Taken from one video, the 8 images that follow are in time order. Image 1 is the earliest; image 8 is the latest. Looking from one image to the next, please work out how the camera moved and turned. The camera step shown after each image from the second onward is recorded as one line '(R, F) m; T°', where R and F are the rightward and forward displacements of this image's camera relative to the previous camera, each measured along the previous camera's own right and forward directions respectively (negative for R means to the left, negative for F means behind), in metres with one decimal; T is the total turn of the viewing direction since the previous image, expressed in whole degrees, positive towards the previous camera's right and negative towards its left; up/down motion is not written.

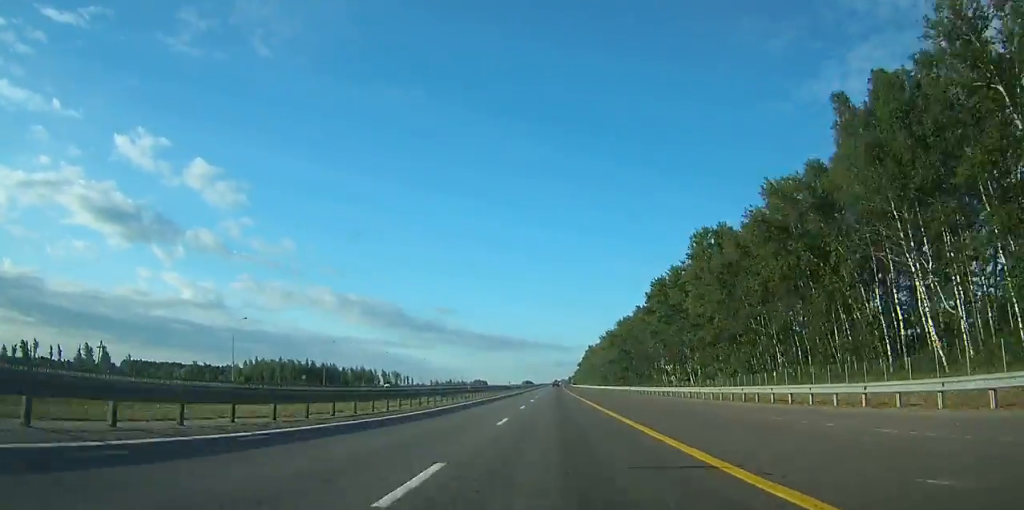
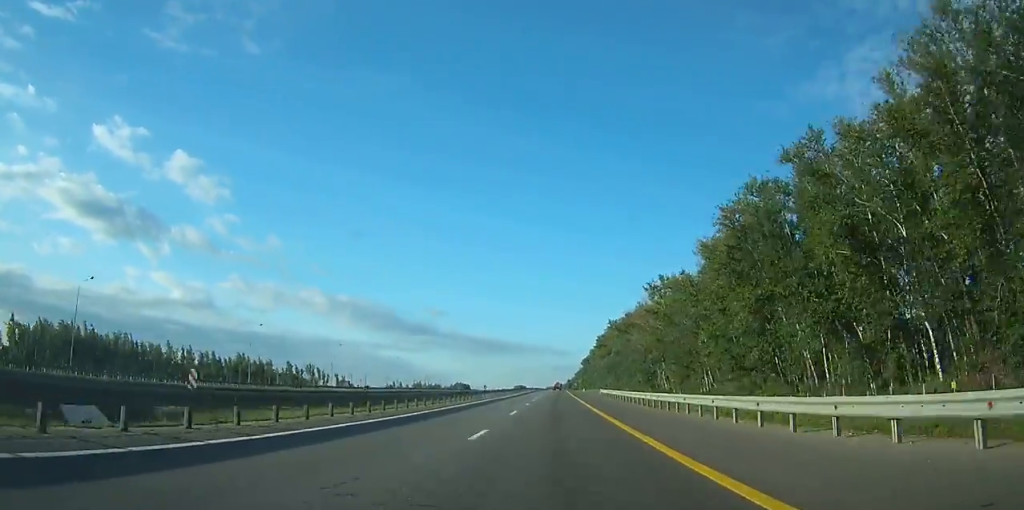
(+0.5, +135.4) m; +1°
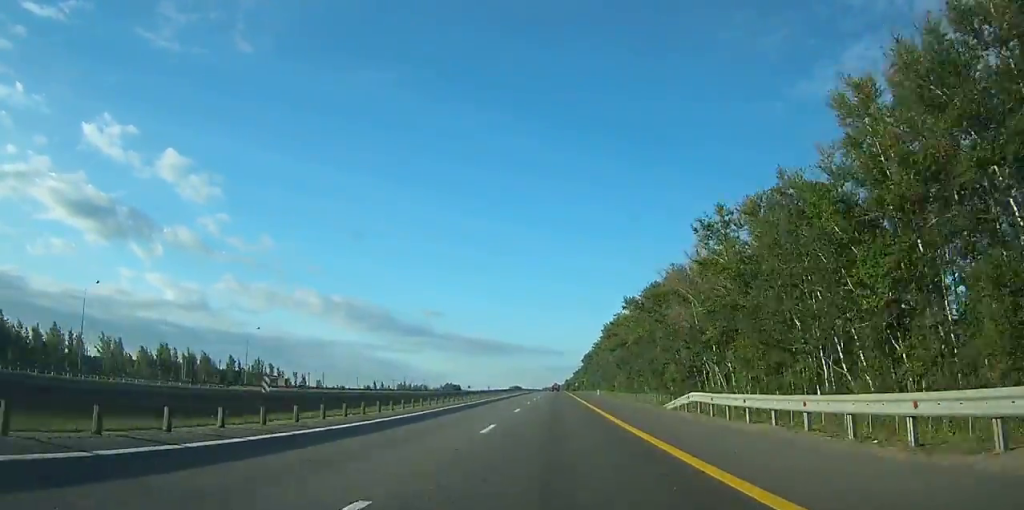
(+0.1, +42.0) m; 0°
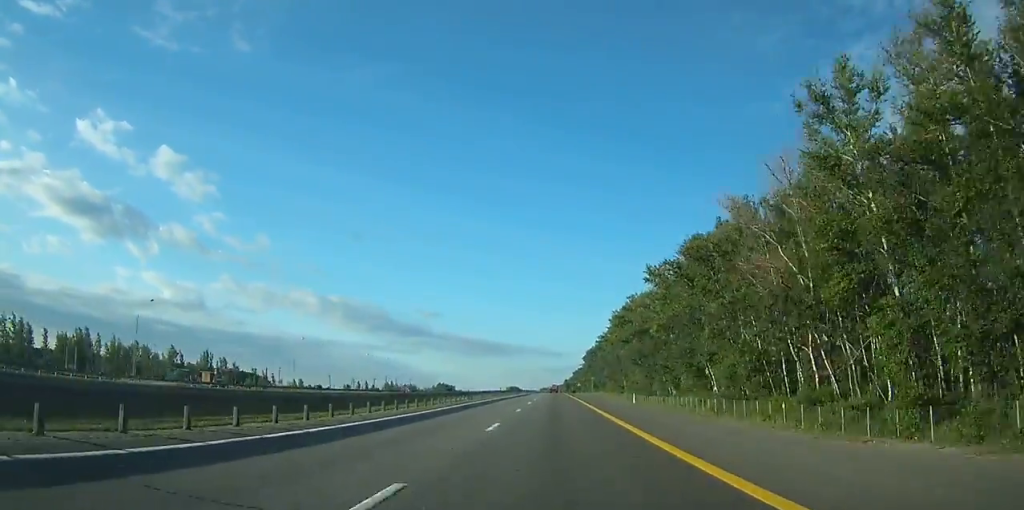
(0.0, +33.5) m; 0°
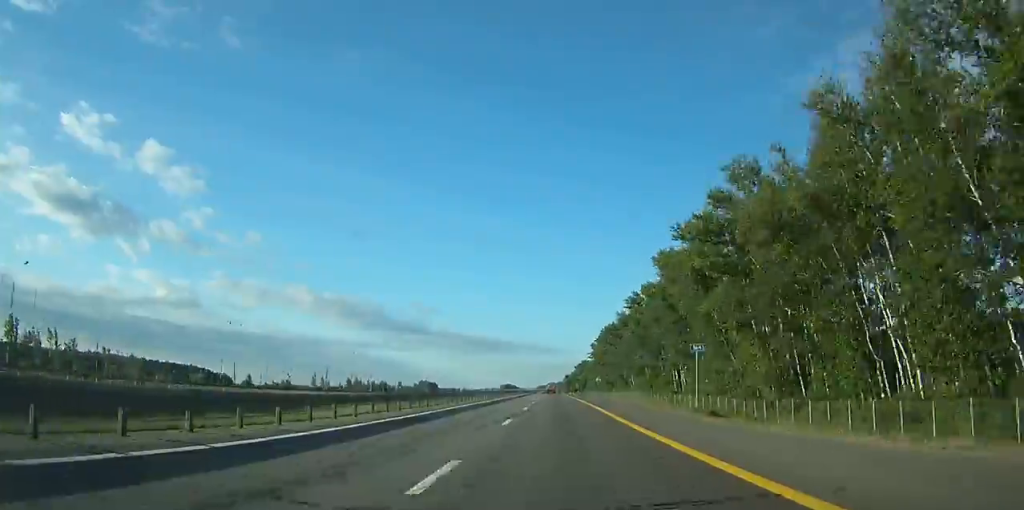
(+0.1, +80.6) m; 0°
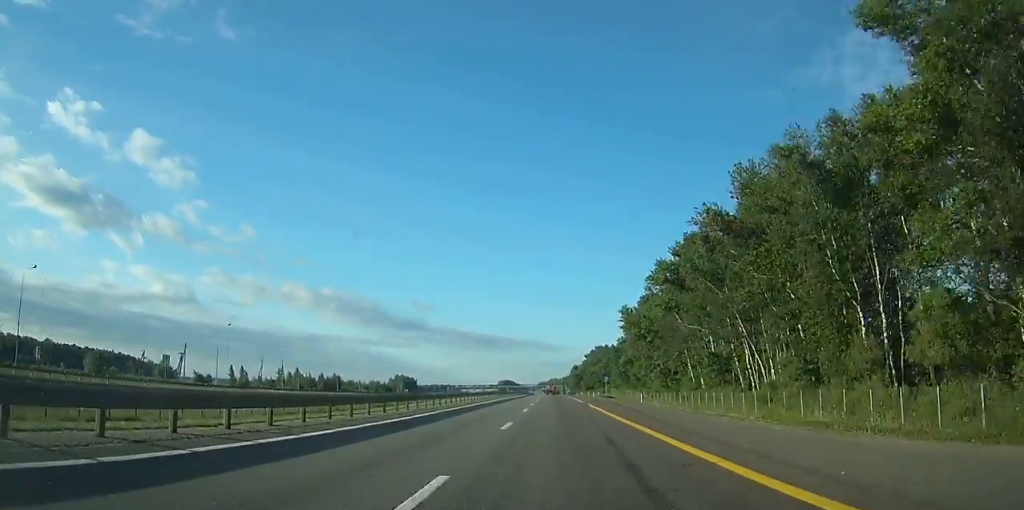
(0.0, +95.1) m; 0°
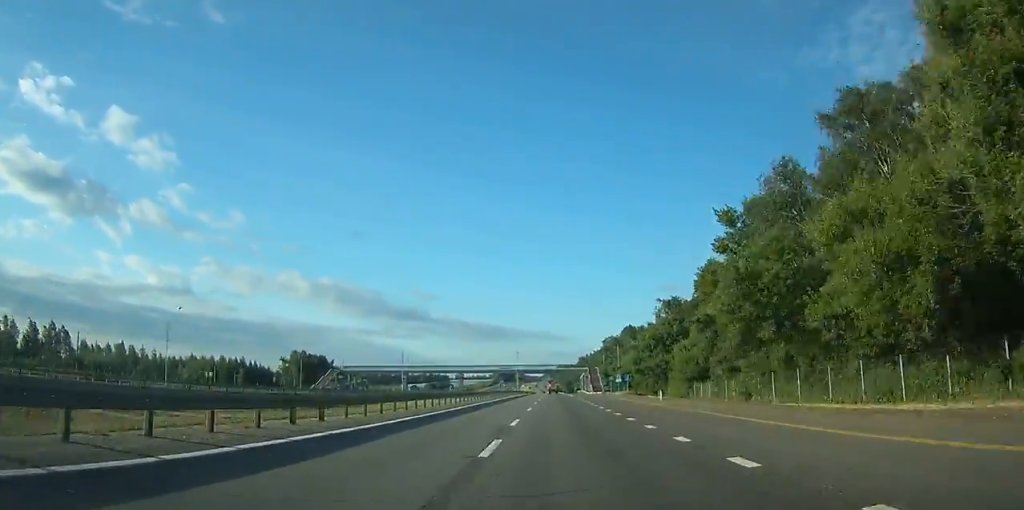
(-1.8, +193.8) m; -1°
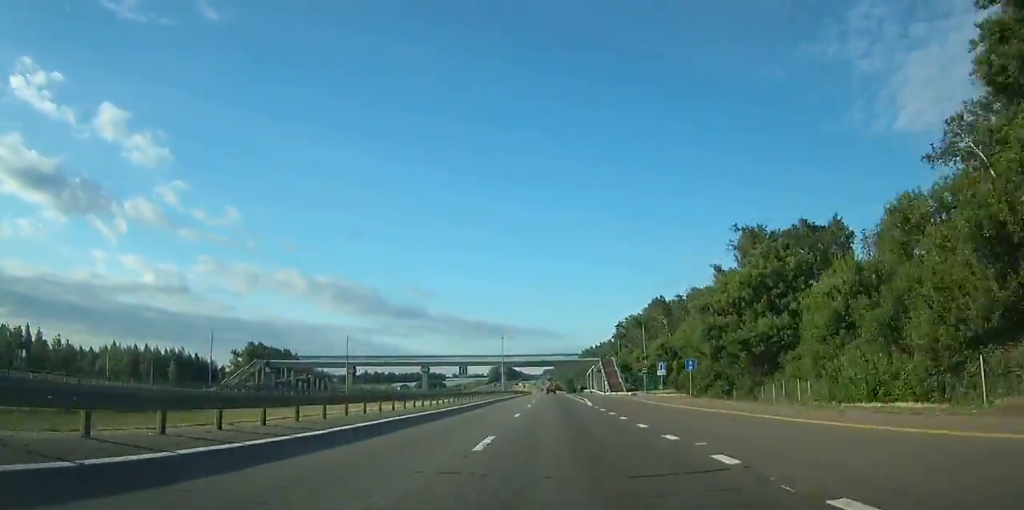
(-0.1, +41.3) m; 0°
